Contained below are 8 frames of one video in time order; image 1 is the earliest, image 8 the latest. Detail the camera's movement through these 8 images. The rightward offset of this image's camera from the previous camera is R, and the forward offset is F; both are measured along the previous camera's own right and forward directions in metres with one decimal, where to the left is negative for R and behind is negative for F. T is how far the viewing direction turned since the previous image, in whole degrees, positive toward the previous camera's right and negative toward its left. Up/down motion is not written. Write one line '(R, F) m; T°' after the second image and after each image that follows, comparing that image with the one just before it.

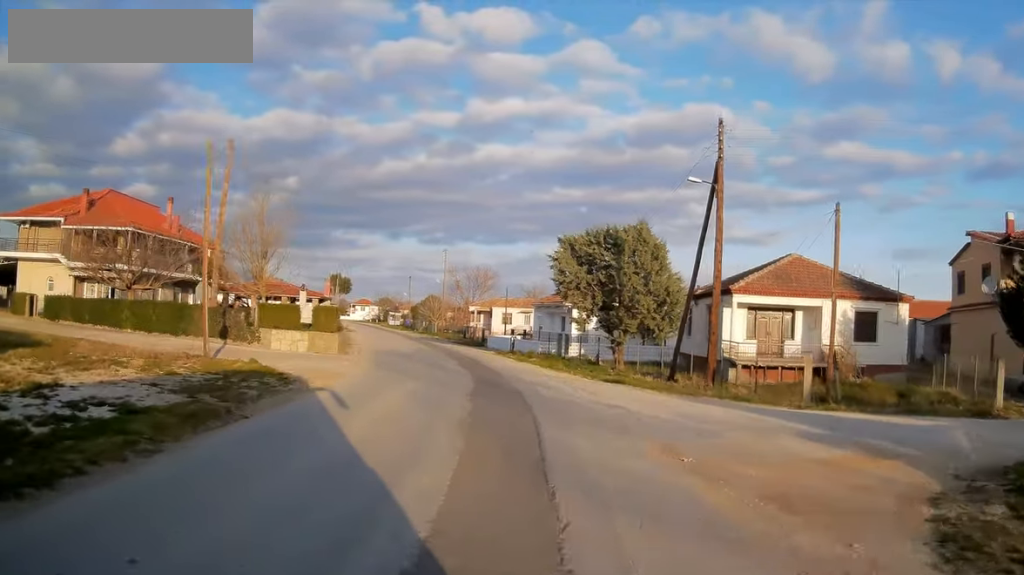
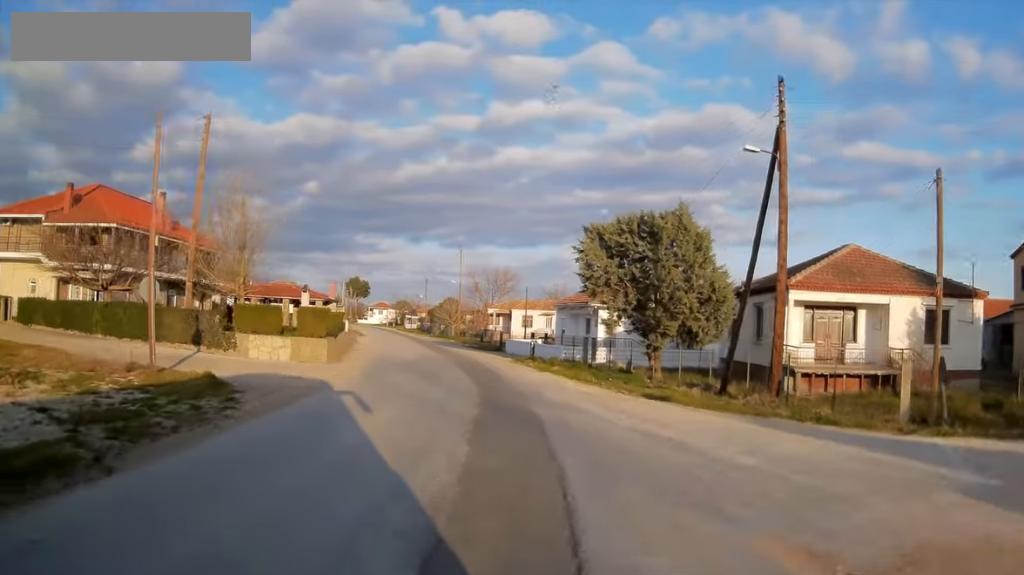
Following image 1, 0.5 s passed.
(-0.1, +3.9) m; -3°
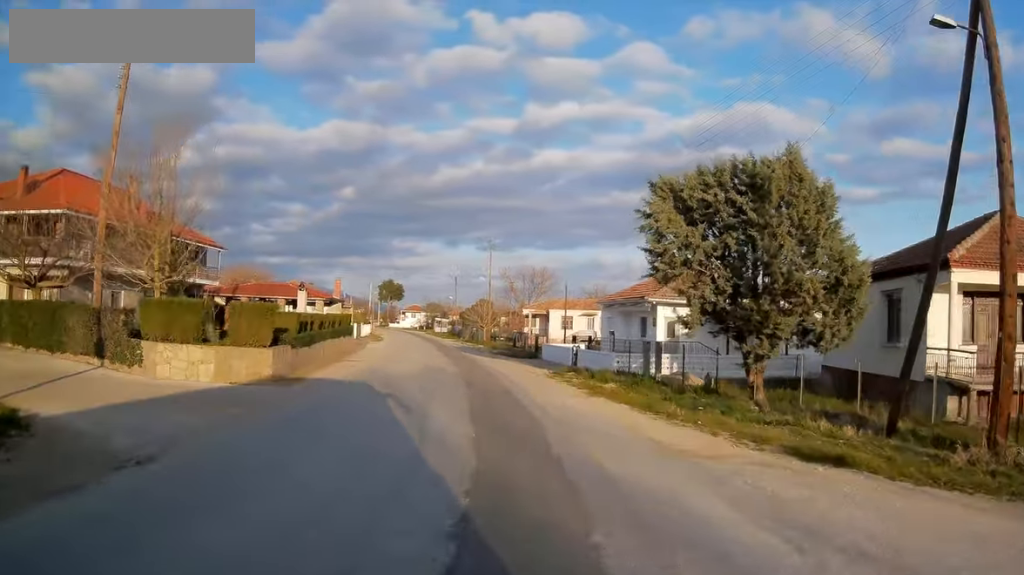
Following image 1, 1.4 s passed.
(-0.4, +7.8) m; -2°
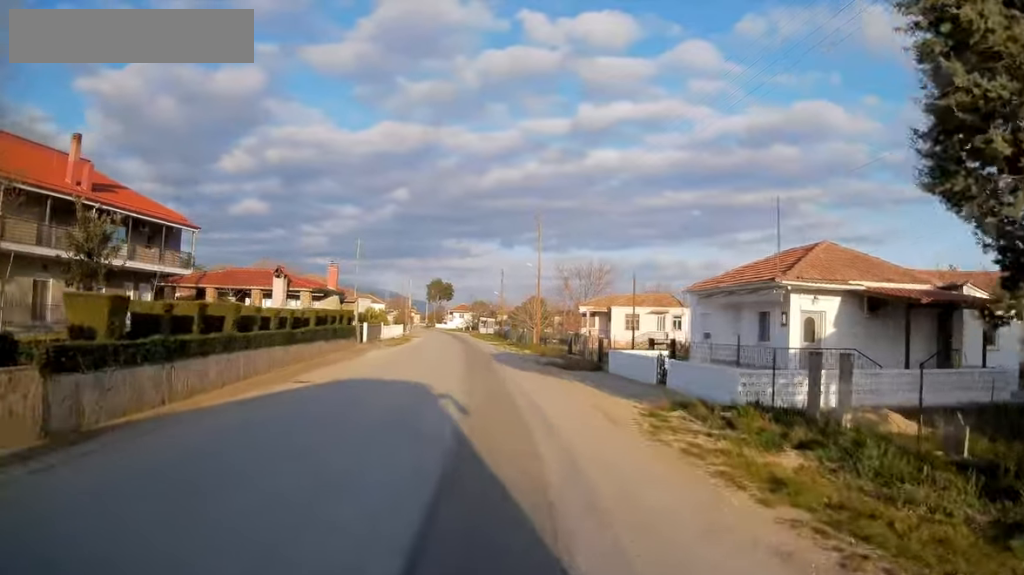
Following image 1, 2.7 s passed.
(-0.1, +11.7) m; -4°
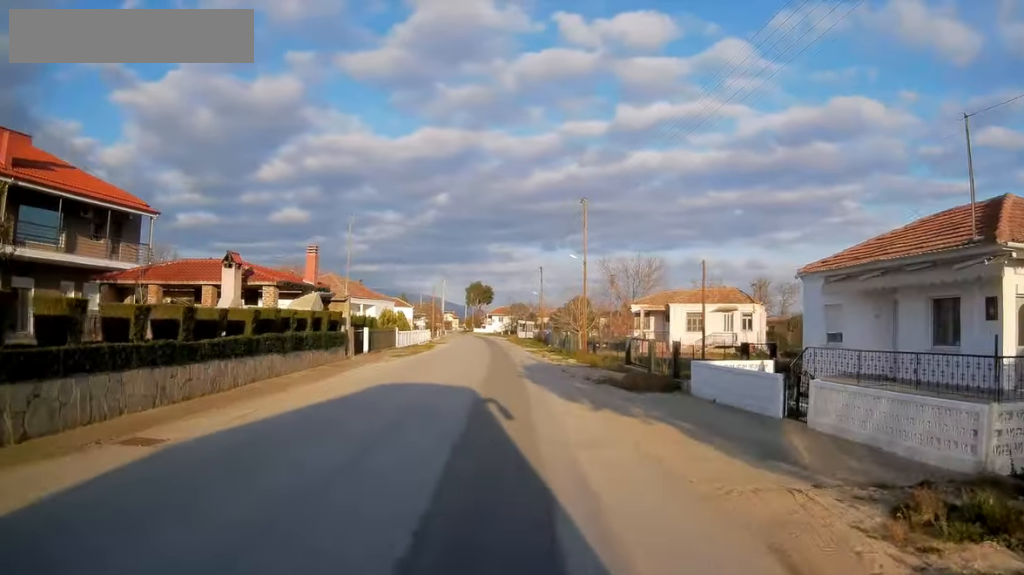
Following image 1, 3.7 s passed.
(-0.5, +9.0) m; -4°
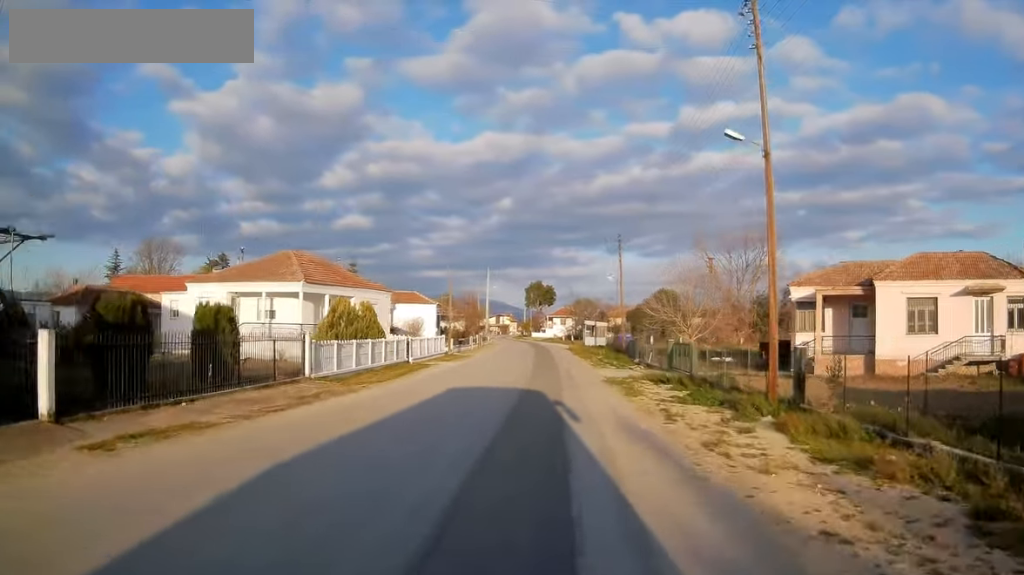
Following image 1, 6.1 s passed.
(-1.4, +23.9) m; -4°
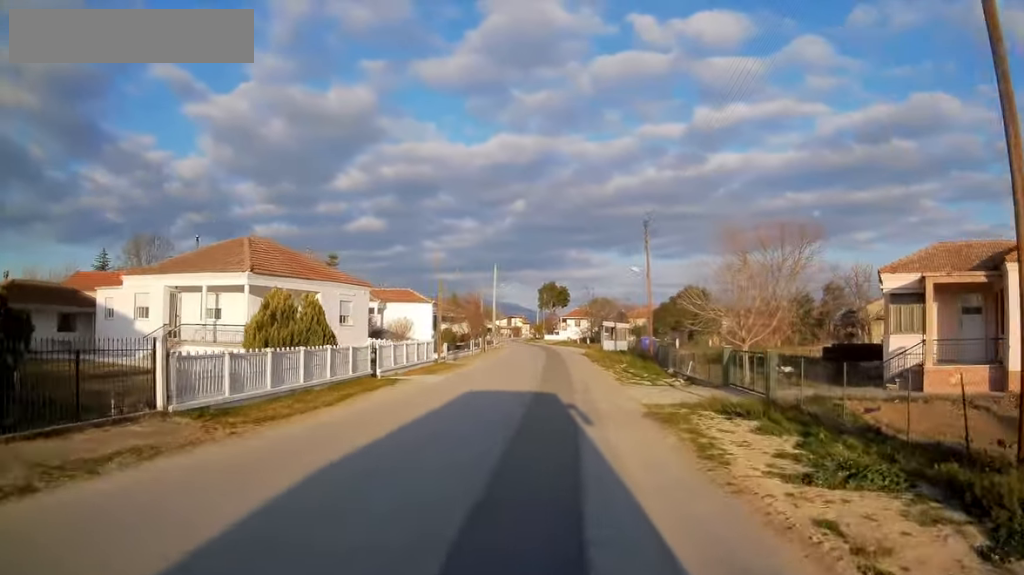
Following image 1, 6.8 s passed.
(+0.1, +8.0) m; 0°
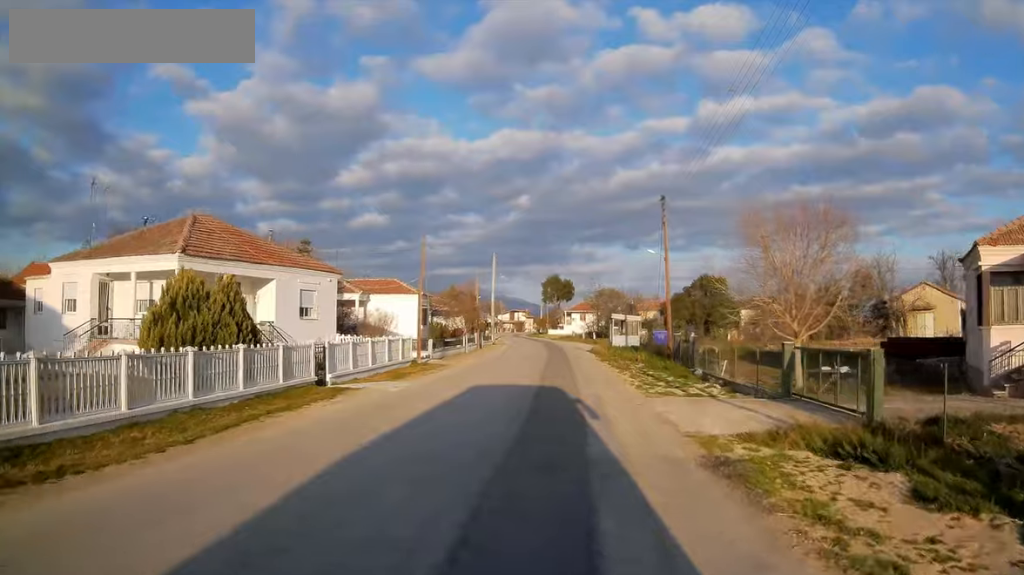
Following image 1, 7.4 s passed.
(-0.1, +6.0) m; -1°
